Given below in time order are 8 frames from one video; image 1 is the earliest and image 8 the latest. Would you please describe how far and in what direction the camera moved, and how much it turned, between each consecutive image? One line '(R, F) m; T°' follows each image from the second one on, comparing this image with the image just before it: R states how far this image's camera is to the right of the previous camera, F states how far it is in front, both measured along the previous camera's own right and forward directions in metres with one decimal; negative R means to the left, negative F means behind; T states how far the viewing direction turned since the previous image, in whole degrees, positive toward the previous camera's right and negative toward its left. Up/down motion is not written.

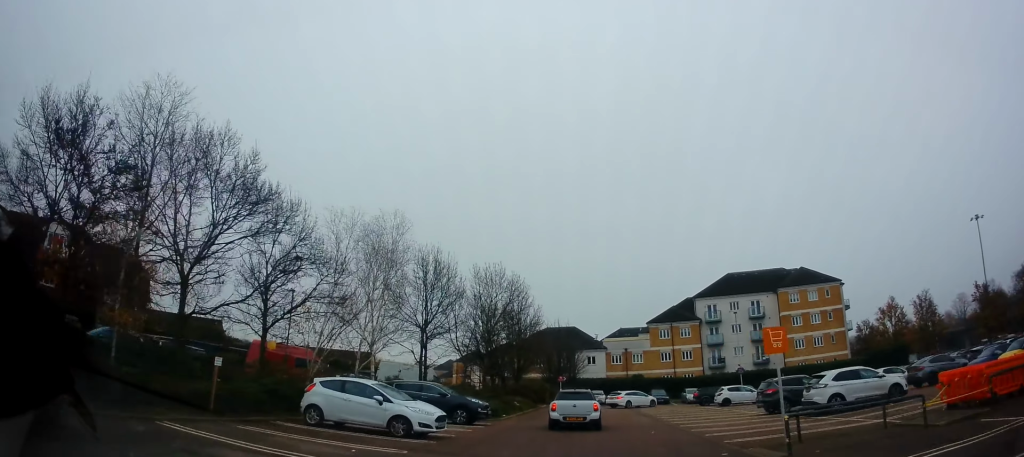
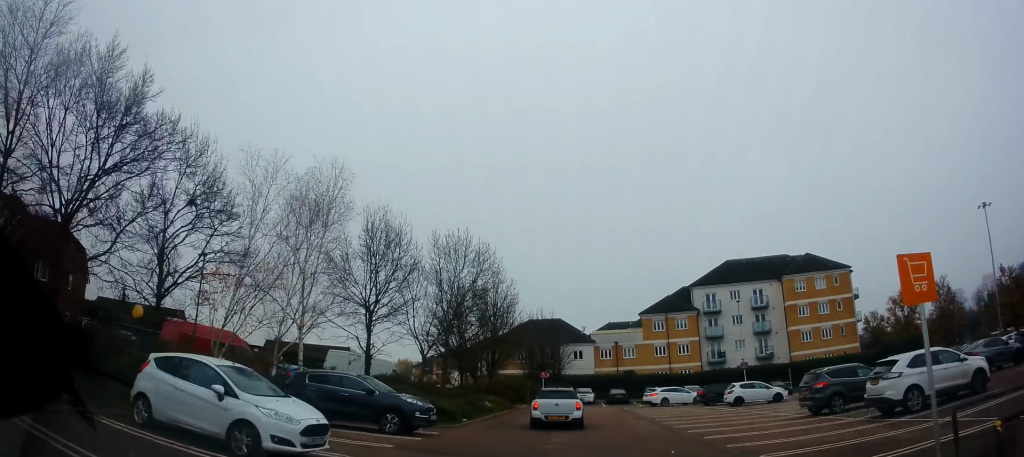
(+0.3, +5.9) m; +5°
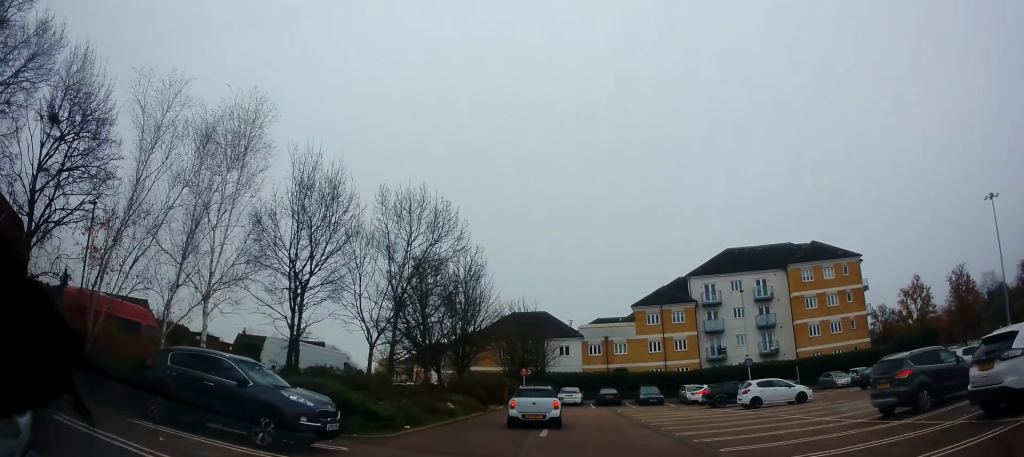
(+0.2, +5.4) m; 0°
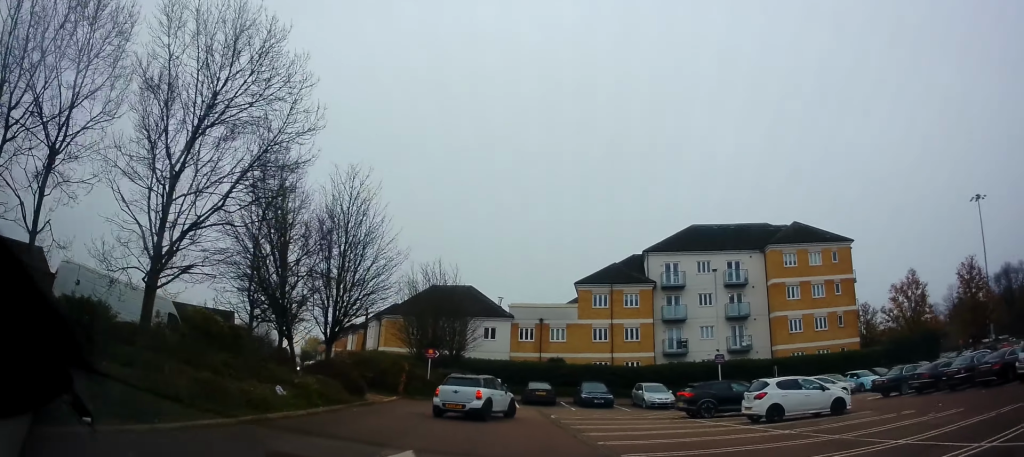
(-0.7, +9.9) m; 0°
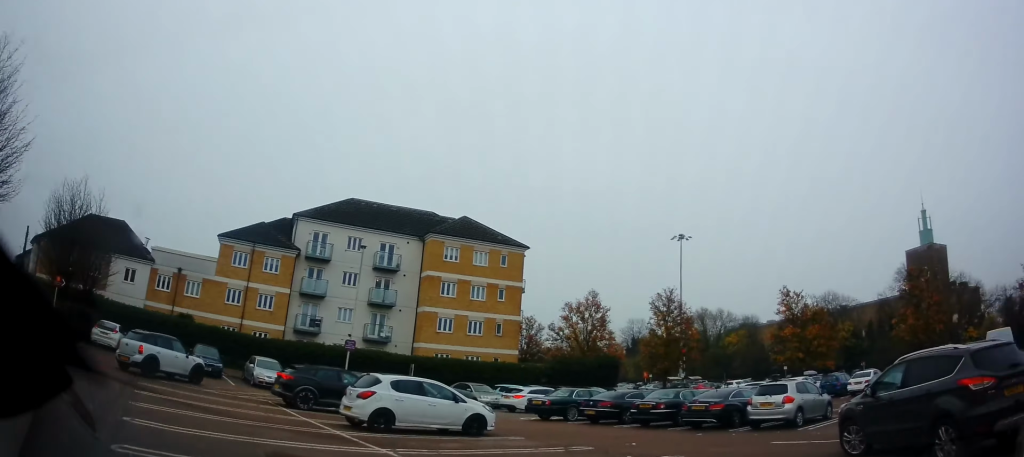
(+0.8, +5.4) m; +26°
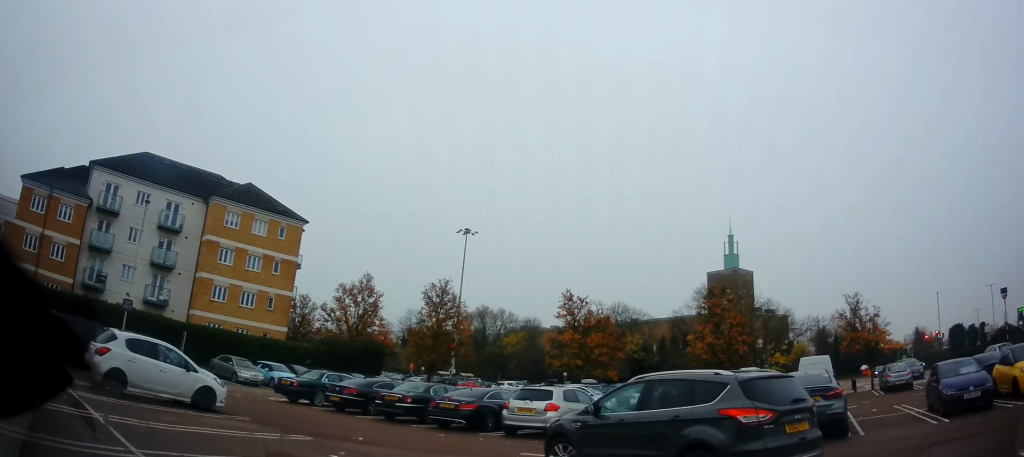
(+0.5, +2.4) m; +18°
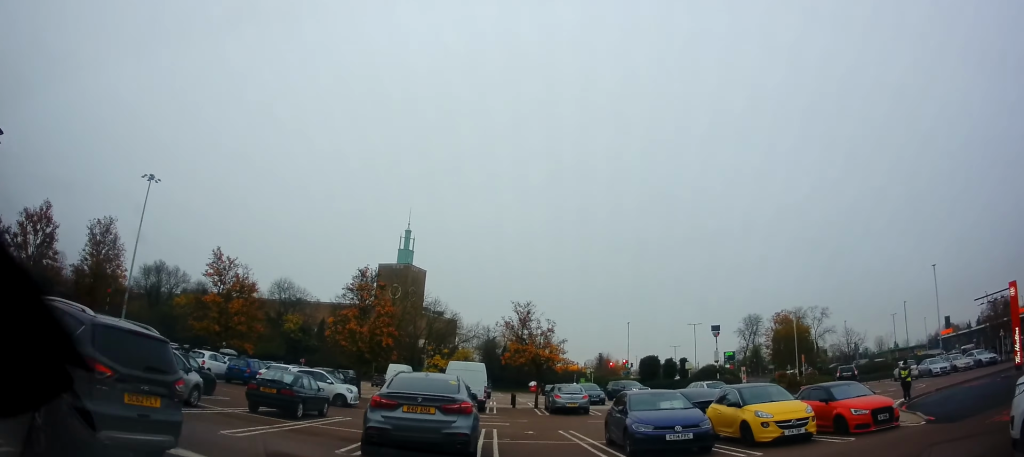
(+1.1, +3.7) m; +30°
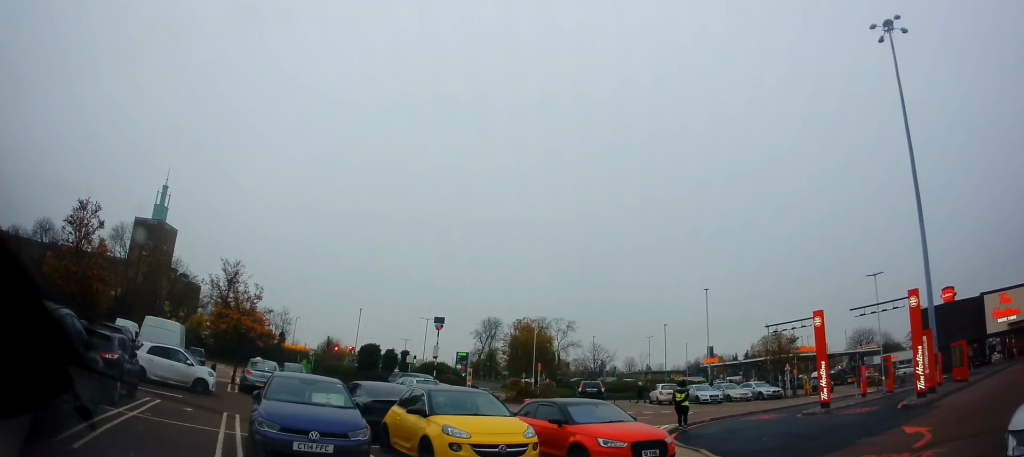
(+1.3, +3.8) m; +39°
